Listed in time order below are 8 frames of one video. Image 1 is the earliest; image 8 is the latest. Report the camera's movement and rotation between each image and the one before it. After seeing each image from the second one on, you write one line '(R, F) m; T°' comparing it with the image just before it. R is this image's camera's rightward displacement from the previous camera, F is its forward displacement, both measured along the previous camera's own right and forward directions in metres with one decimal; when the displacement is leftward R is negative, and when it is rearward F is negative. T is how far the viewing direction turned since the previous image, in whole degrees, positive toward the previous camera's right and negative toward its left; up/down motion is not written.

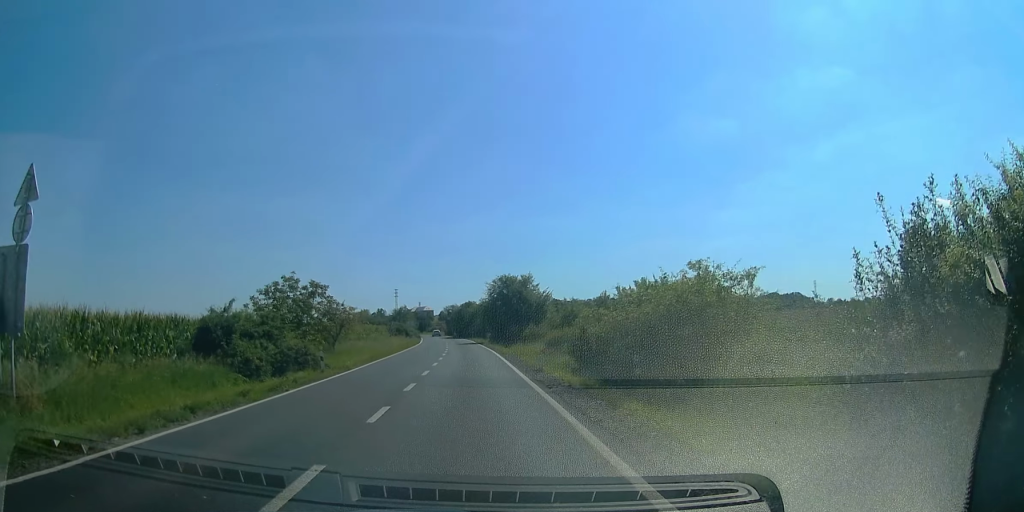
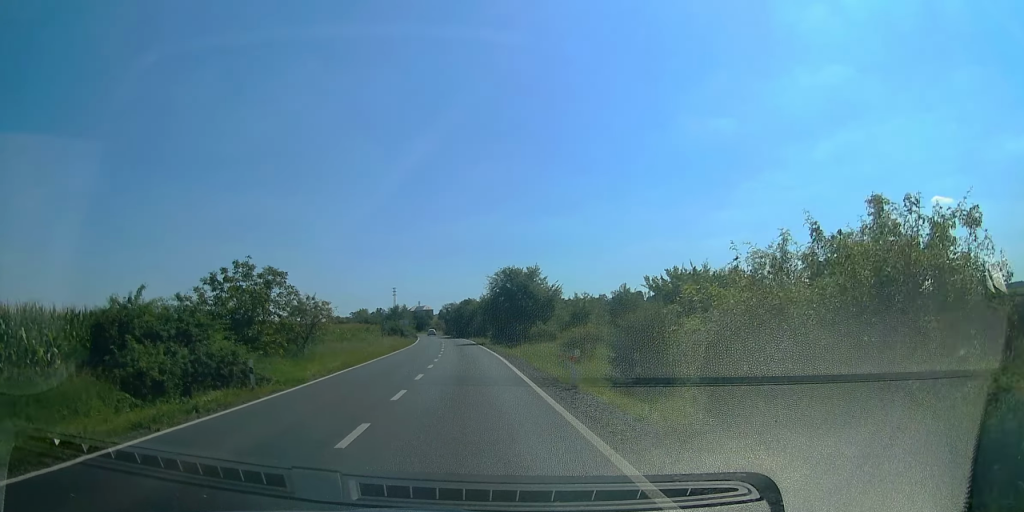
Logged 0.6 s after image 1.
(0.0, +6.5) m; 0°
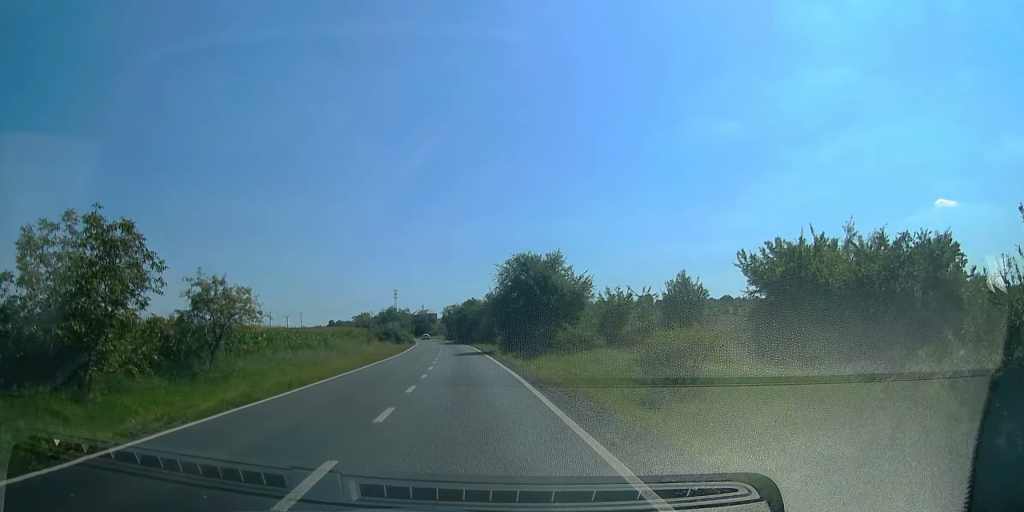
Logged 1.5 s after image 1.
(0.0, +11.9) m; 0°
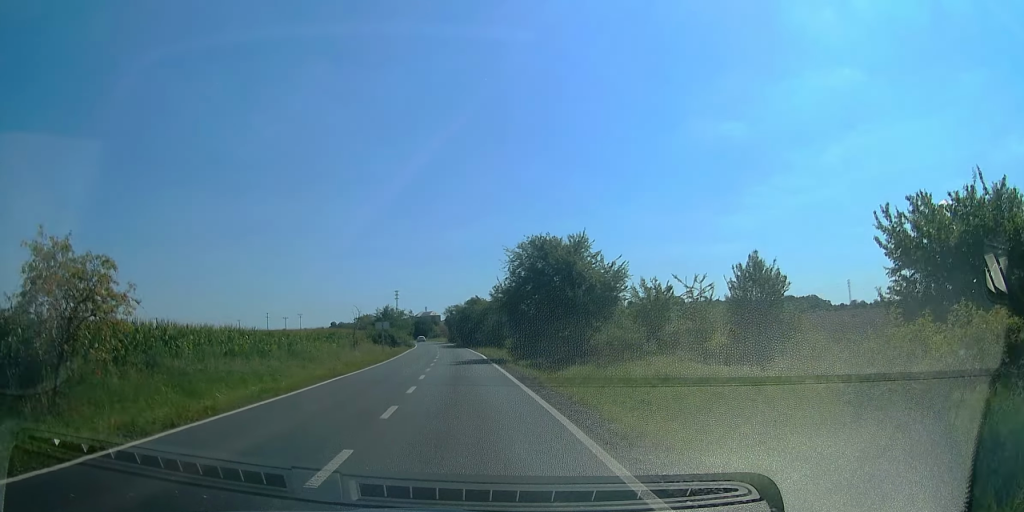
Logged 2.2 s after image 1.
(0.0, +8.6) m; 0°
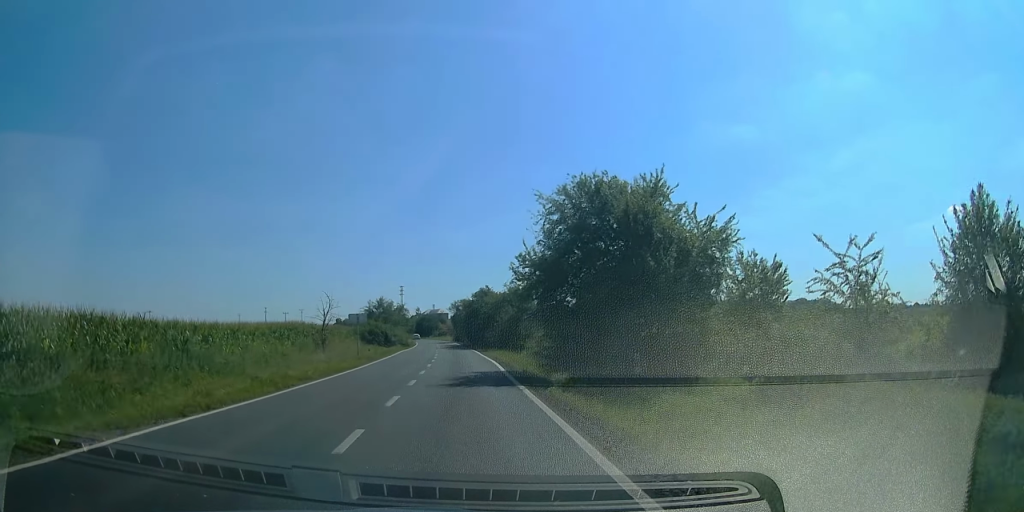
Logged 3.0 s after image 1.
(0.0, +12.4) m; 0°
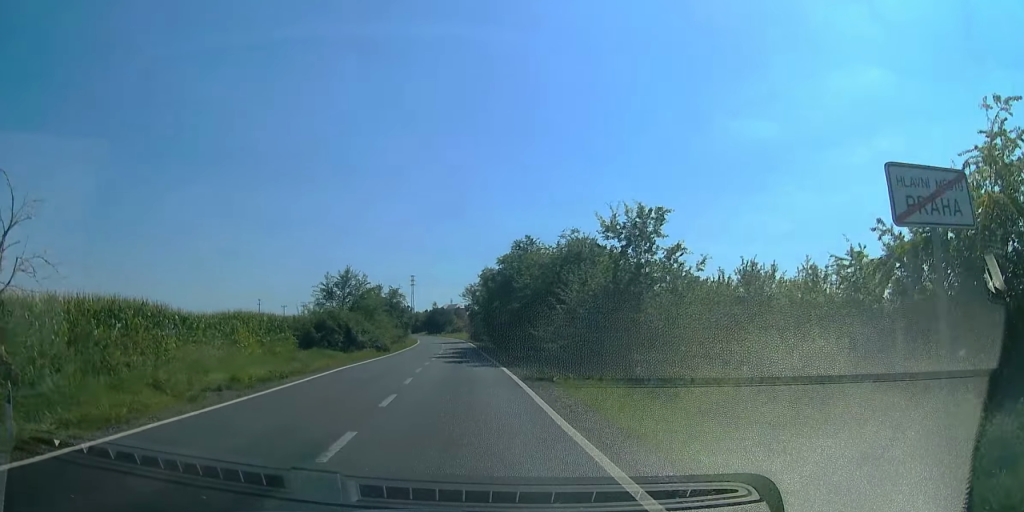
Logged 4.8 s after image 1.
(0.0, +26.8) m; -1°
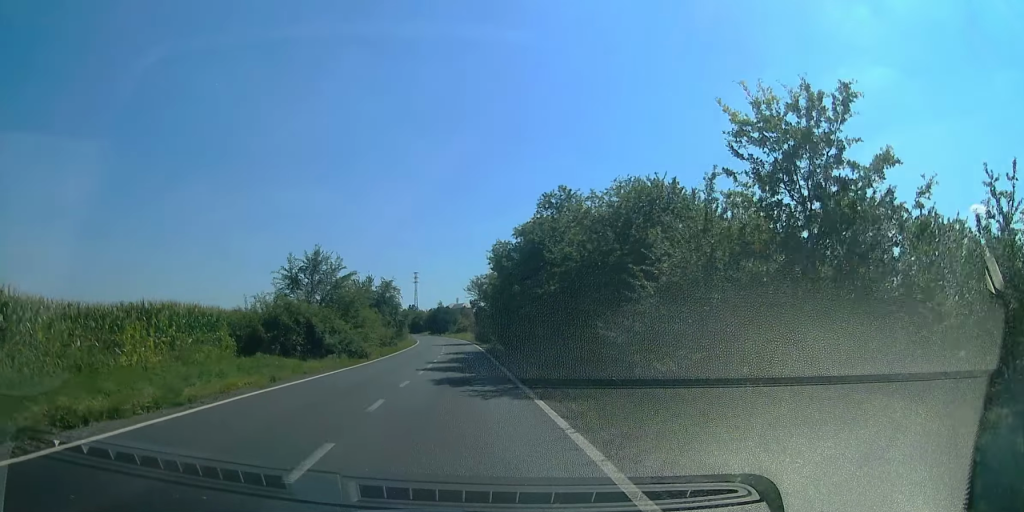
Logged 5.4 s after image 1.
(+0.2, +10.3) m; -3°
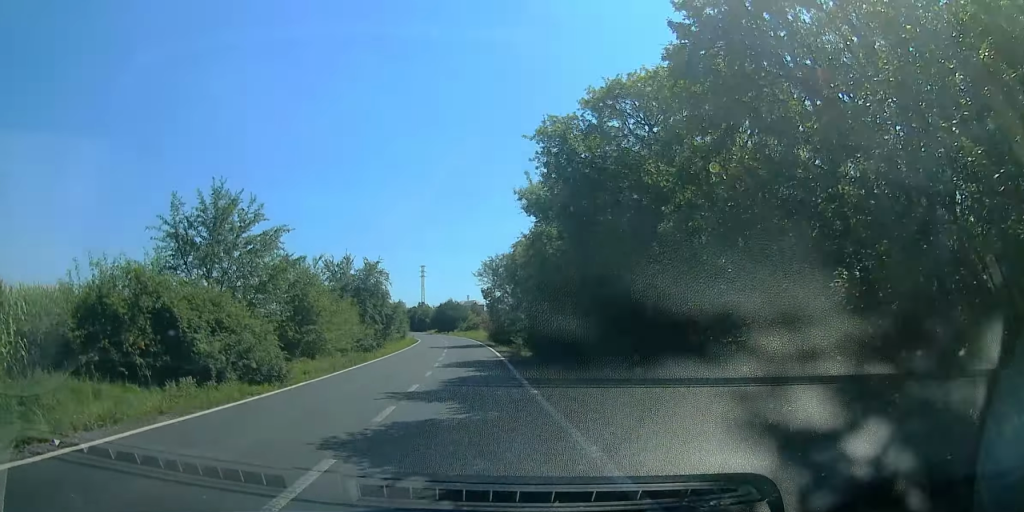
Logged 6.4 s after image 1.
(-1.1, +15.1) m; -5°
